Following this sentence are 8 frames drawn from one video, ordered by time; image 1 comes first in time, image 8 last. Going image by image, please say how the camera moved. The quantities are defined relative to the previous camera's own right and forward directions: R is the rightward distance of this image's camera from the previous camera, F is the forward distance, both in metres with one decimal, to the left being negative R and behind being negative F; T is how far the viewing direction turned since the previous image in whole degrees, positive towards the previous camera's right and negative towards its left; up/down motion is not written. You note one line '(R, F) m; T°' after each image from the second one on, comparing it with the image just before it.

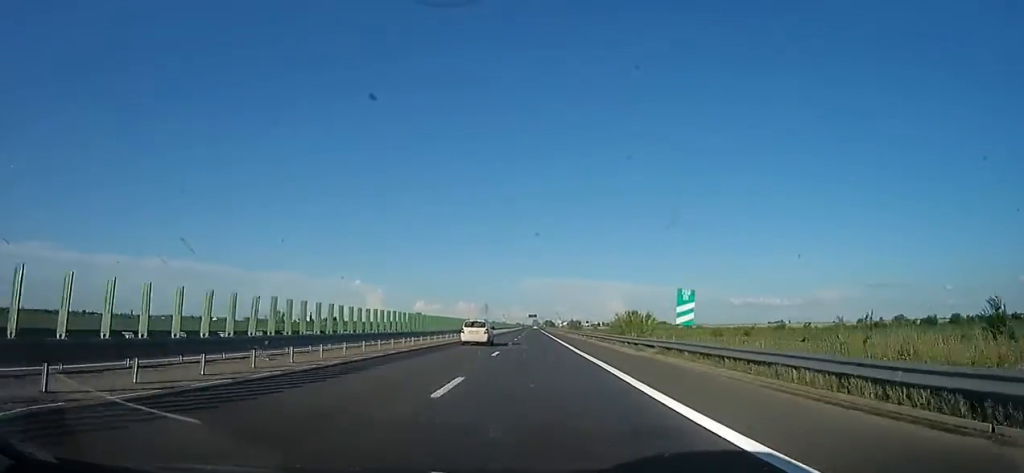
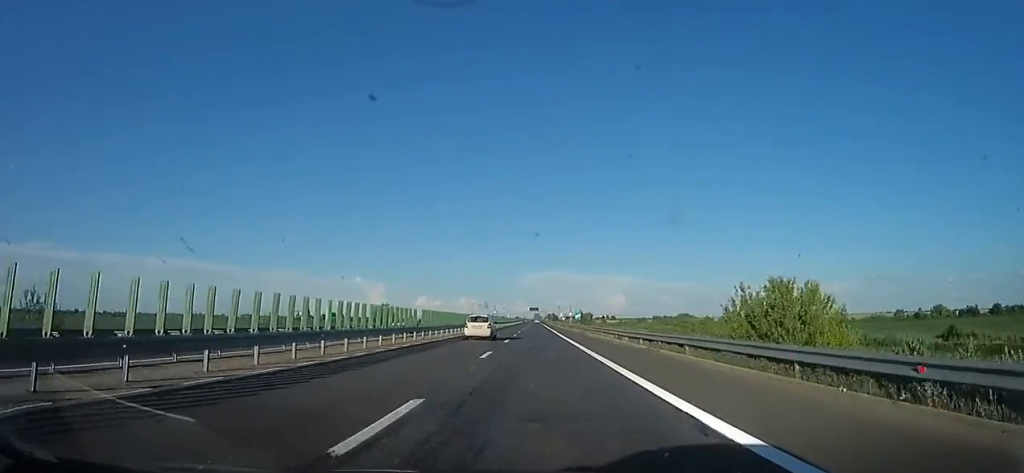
(-0.8, +28.2) m; -1°
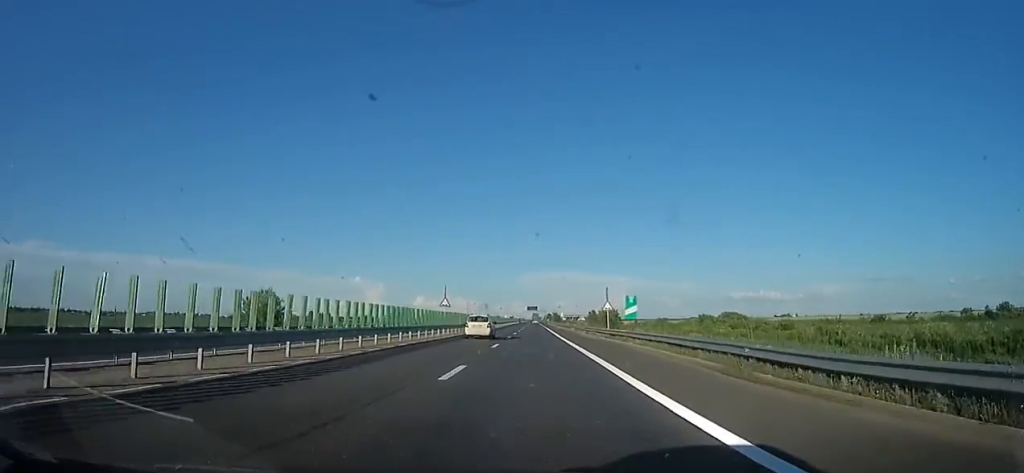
(+0.5, +42.4) m; +2°
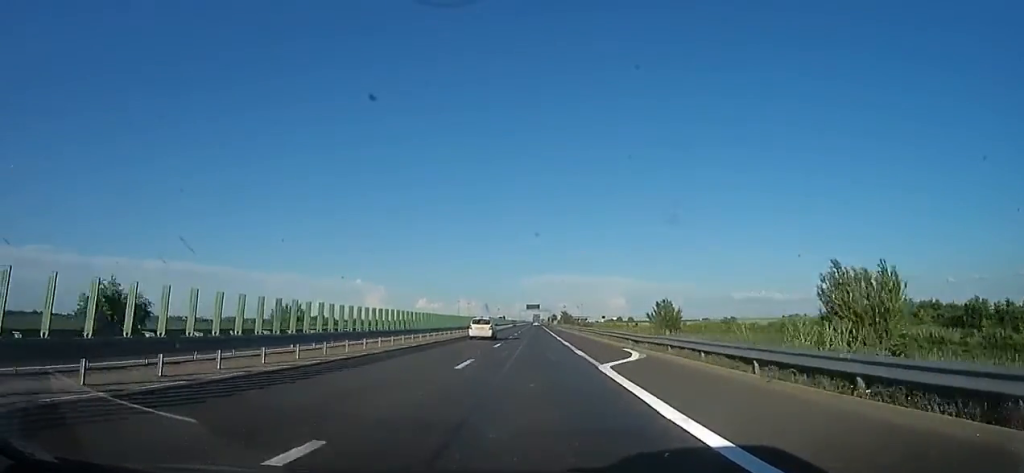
(+0.7, +68.7) m; -1°
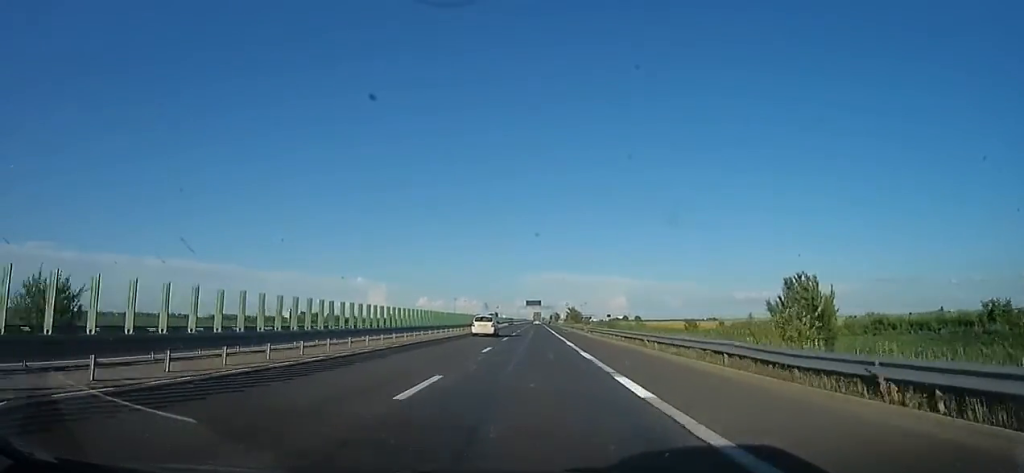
(-0.7, +29.8) m; -1°
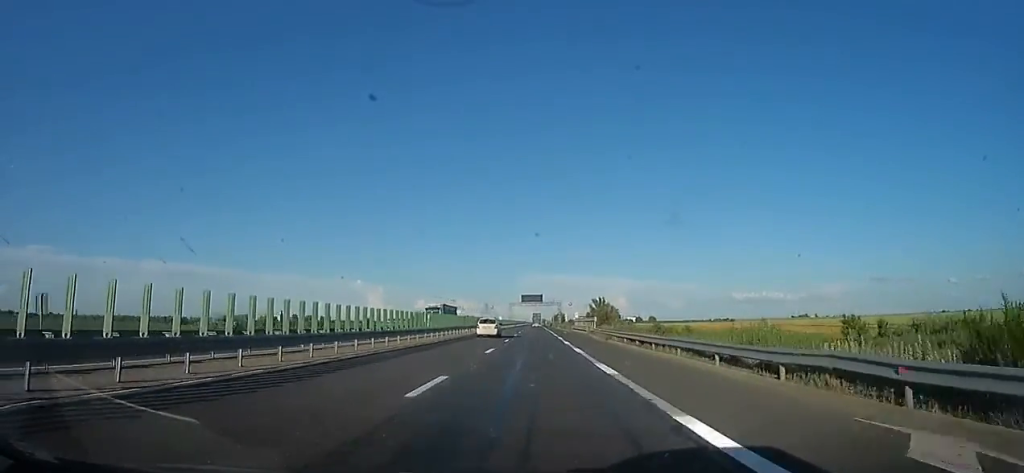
(+0.5, +59.3) m; 0°
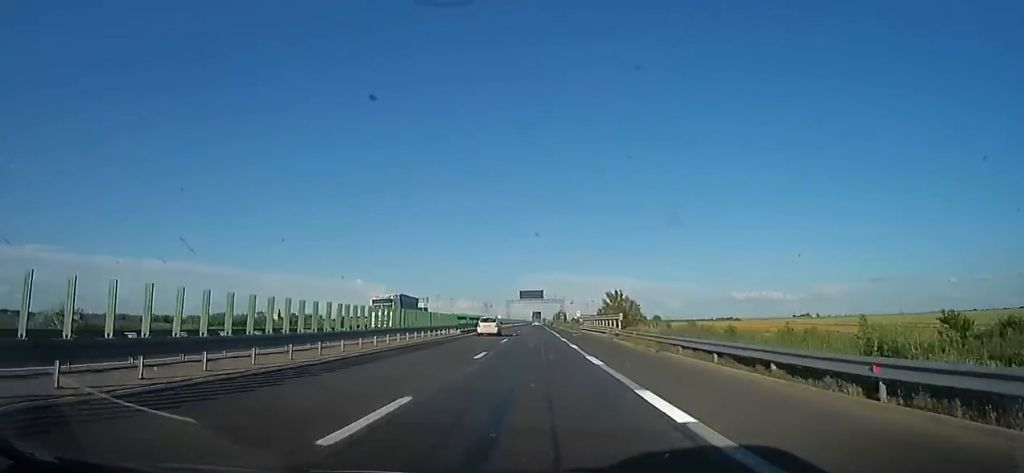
(-0.7, +15.4) m; 0°
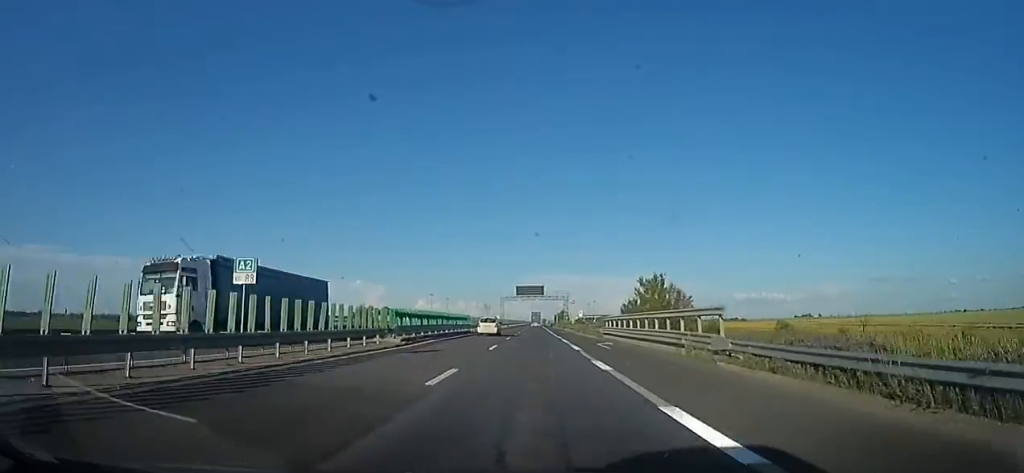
(-0.3, +20.1) m; 0°
